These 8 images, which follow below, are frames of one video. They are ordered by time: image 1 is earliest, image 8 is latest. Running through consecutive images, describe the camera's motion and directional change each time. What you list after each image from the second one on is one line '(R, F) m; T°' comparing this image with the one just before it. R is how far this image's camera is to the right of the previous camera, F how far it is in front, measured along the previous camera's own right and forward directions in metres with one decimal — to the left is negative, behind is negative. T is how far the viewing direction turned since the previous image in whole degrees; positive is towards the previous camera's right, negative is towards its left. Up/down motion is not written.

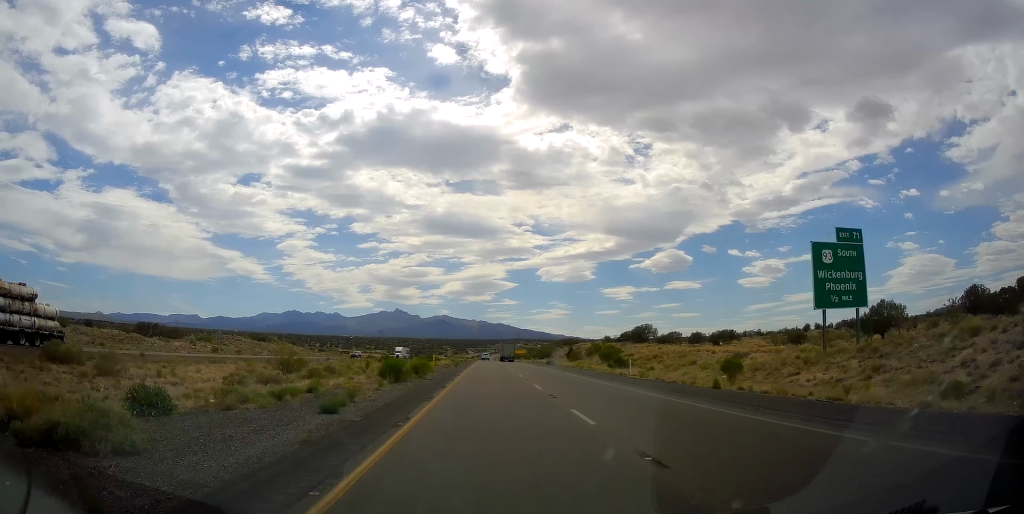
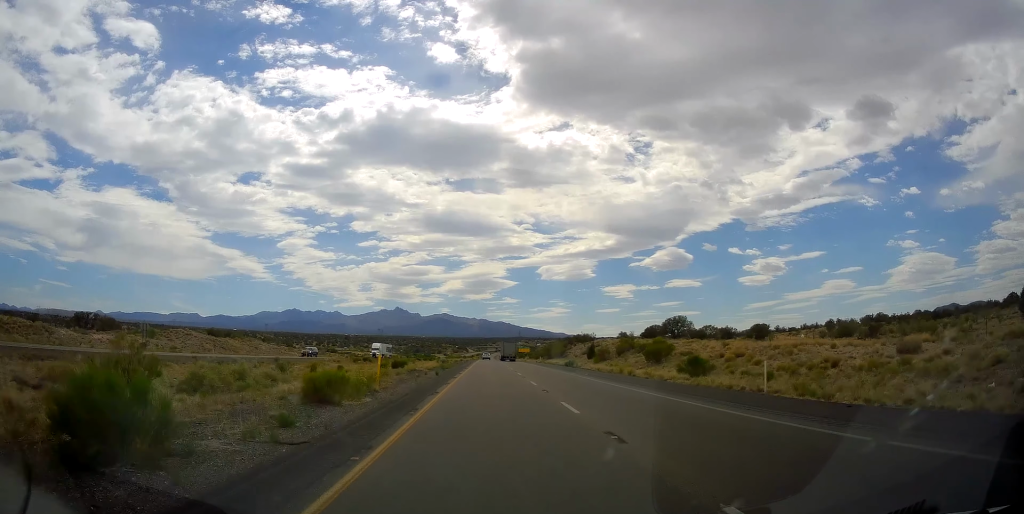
(0.0, +22.2) m; 0°
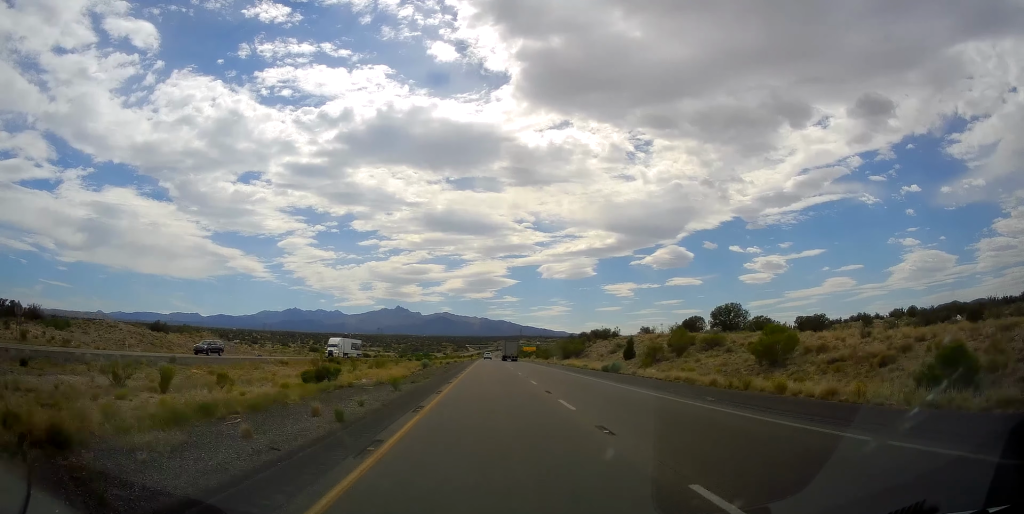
(0.0, +23.5) m; 0°
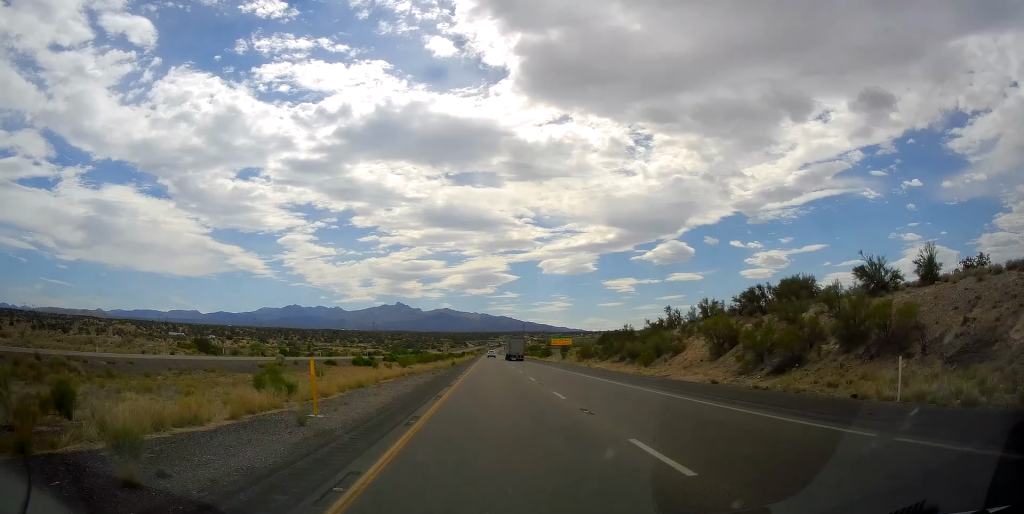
(-1.2, +81.5) m; -1°
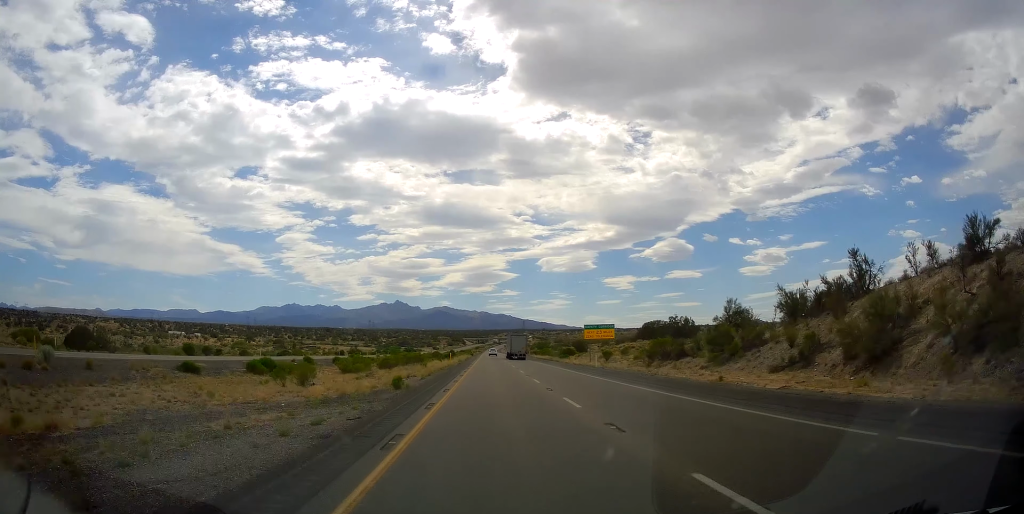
(+0.6, +39.3) m; +1°
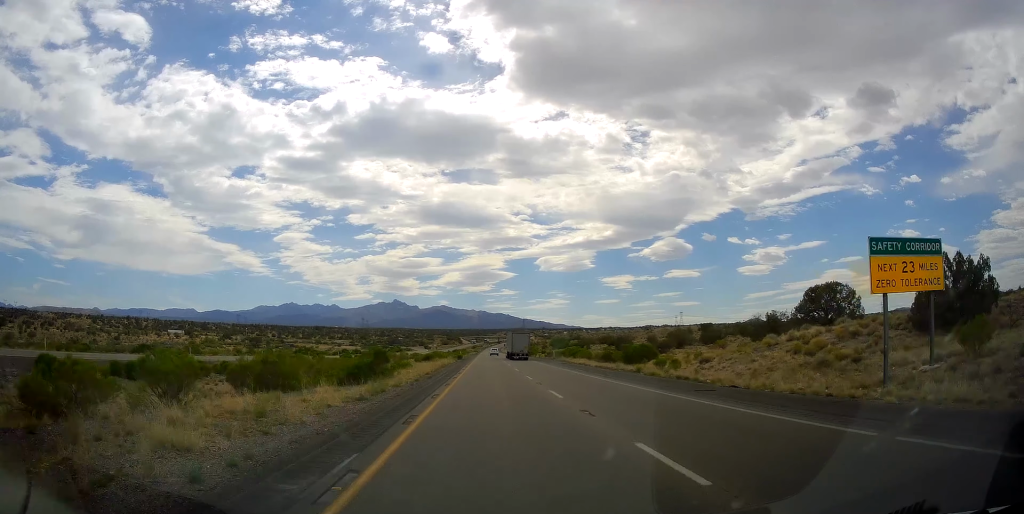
(-0.8, +58.3) m; -1°
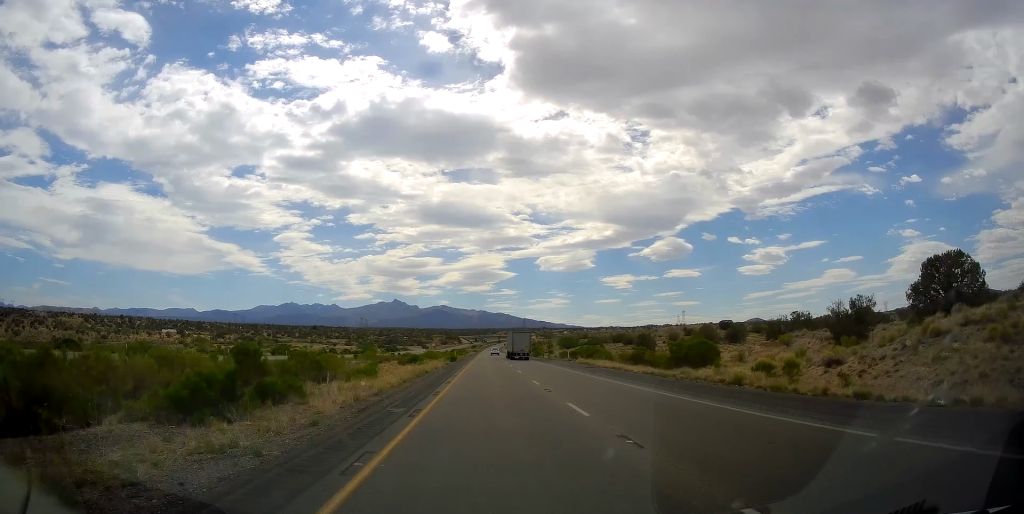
(0.0, +16.7) m; 0°
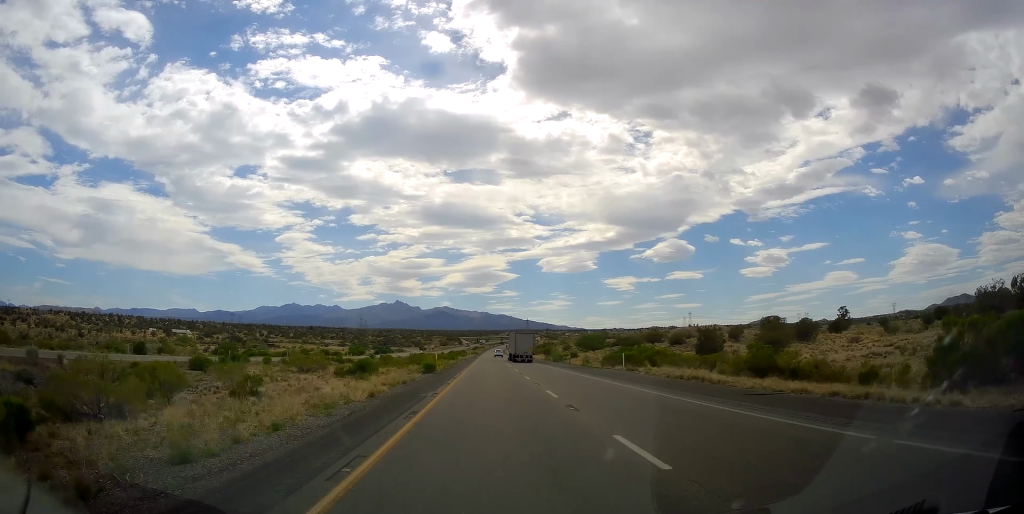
(+0.4, +30.5) m; +1°
